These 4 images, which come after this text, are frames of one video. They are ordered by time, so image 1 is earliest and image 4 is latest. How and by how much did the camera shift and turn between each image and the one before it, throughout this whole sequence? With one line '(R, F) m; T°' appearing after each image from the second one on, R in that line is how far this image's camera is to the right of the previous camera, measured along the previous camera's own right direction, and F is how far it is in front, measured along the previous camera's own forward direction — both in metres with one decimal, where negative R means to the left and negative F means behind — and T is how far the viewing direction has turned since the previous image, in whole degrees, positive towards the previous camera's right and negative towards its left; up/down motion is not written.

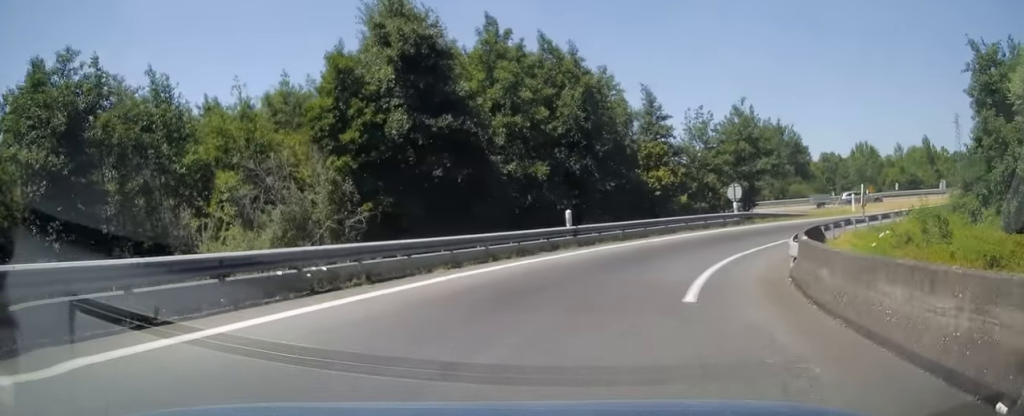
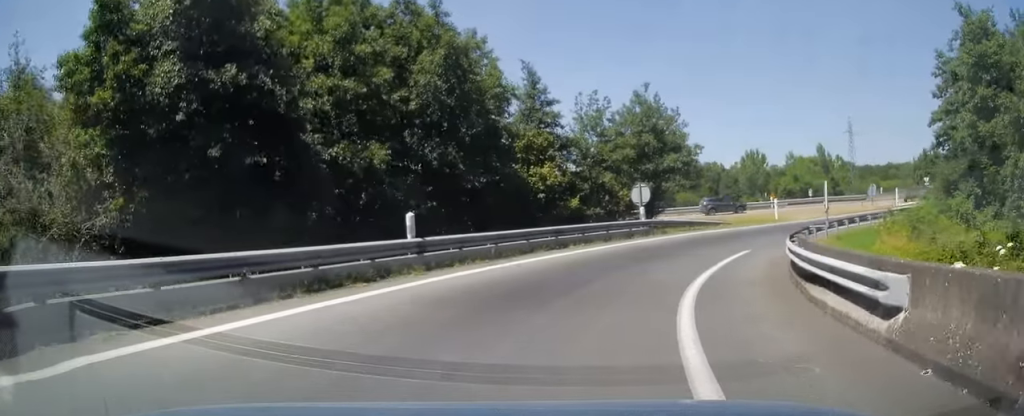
(+0.6, +8.6) m; +10°
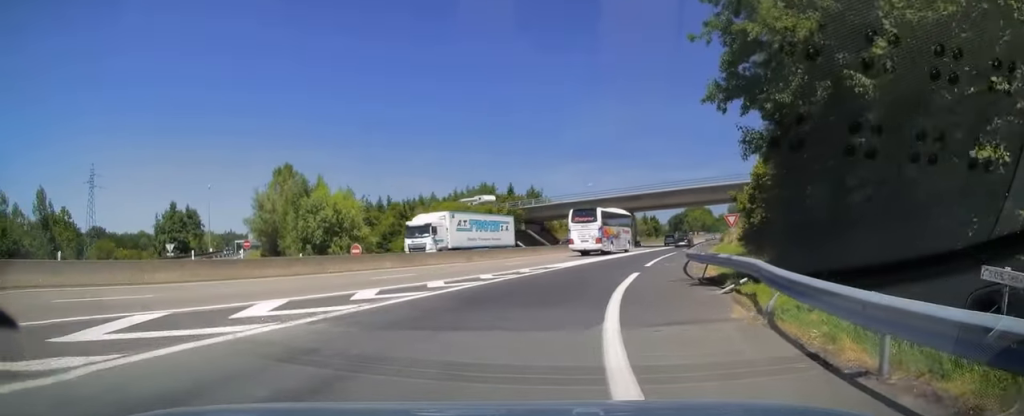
(+27.6, +39.9) m; +69°
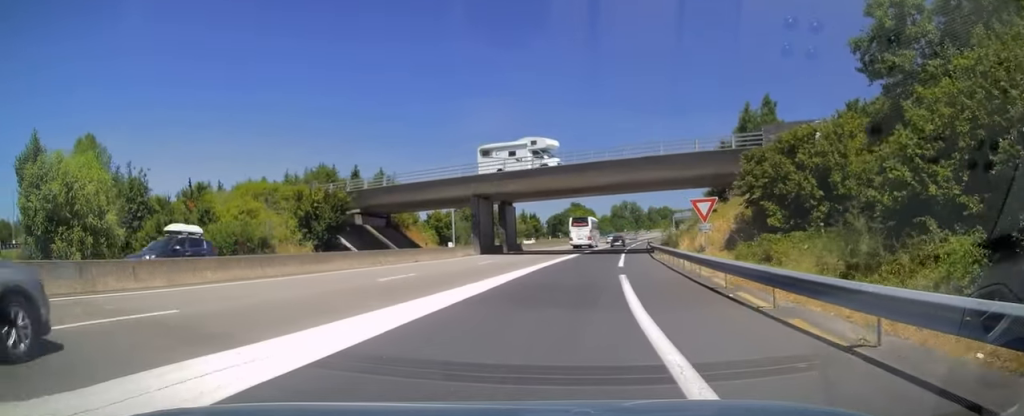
(+5.4, +24.5) m; +20°
